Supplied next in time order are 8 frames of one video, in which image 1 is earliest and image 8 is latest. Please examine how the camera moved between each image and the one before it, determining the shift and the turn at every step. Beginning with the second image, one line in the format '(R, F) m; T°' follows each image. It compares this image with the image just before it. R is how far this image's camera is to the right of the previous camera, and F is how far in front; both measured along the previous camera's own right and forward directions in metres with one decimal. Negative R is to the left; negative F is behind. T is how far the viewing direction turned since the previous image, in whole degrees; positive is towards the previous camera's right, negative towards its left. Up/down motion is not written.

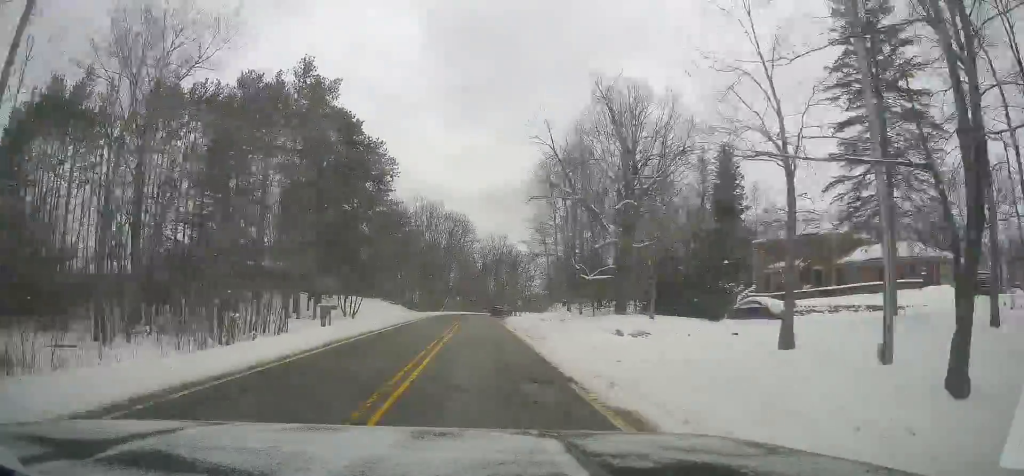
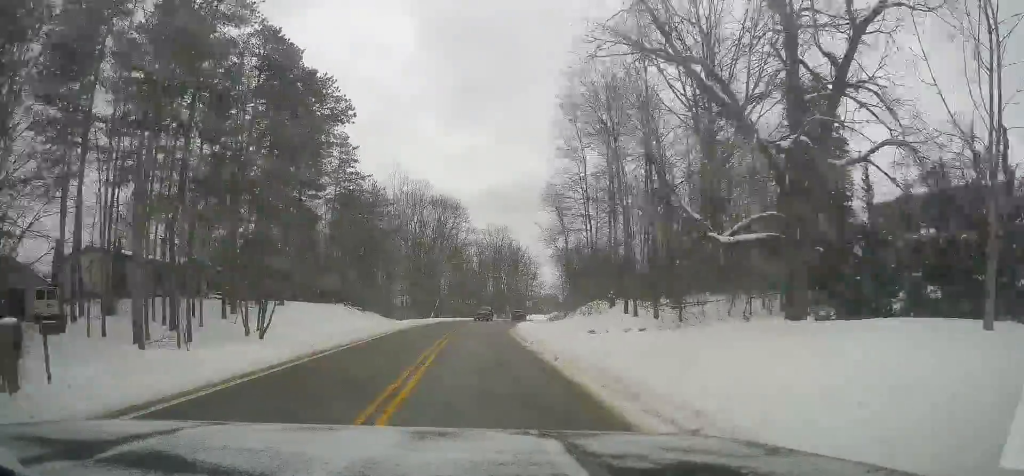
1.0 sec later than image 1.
(-0.4, +21.3) m; -2°
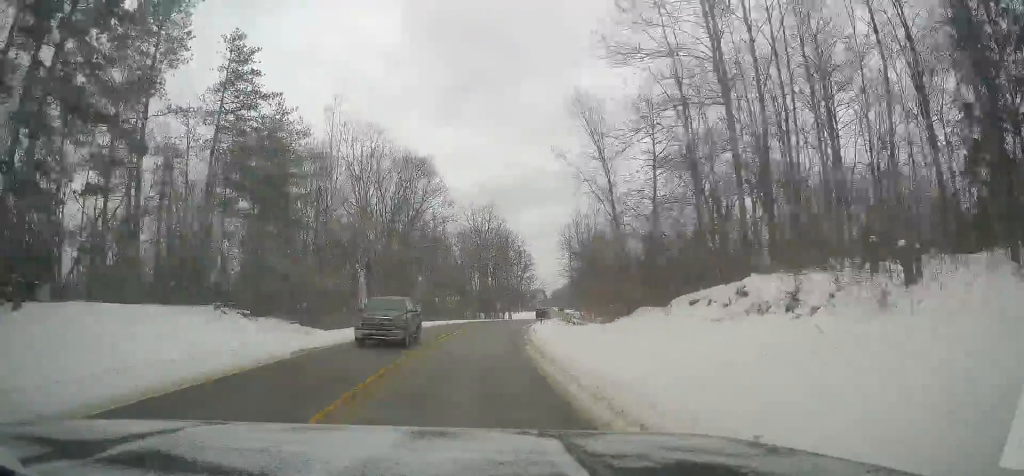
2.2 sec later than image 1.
(-0.8, +27.4) m; -1°
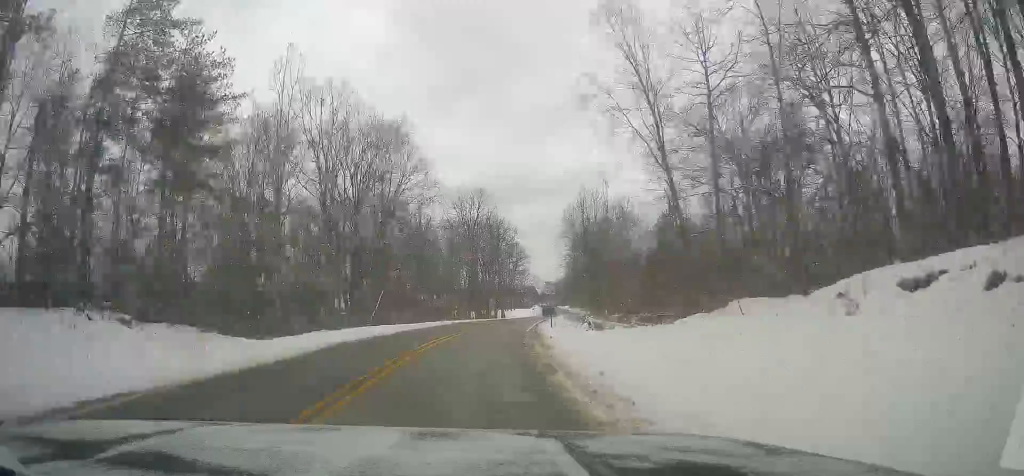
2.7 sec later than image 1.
(+0.2, +11.8) m; +1°
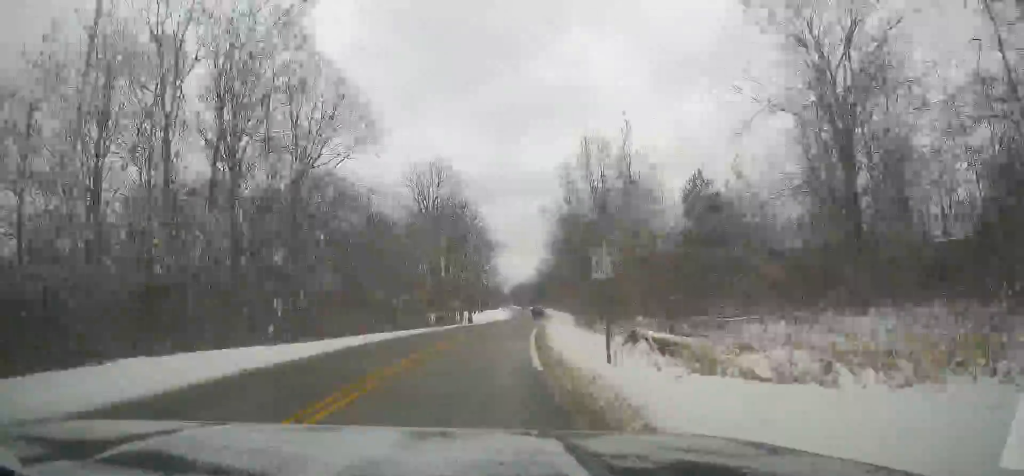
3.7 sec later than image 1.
(+0.5, +21.4) m; +2°
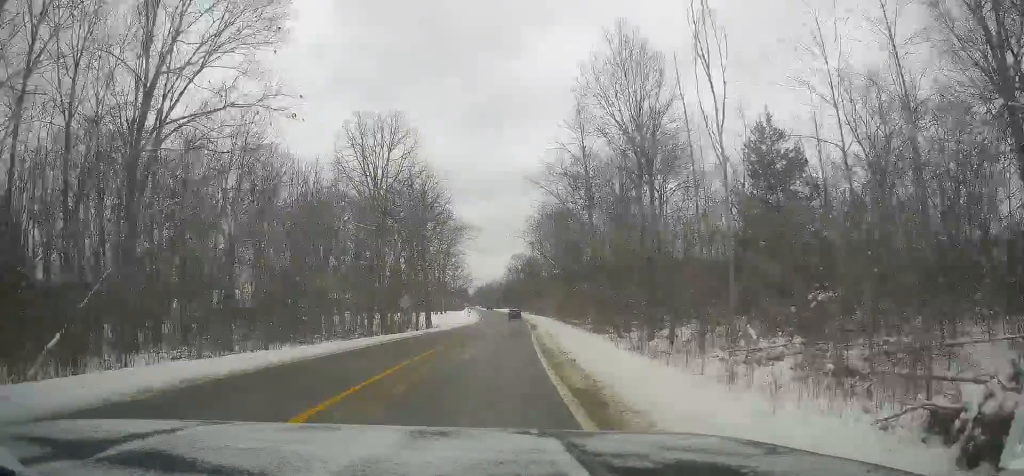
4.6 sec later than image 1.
(+0.1, +19.2) m; +2°
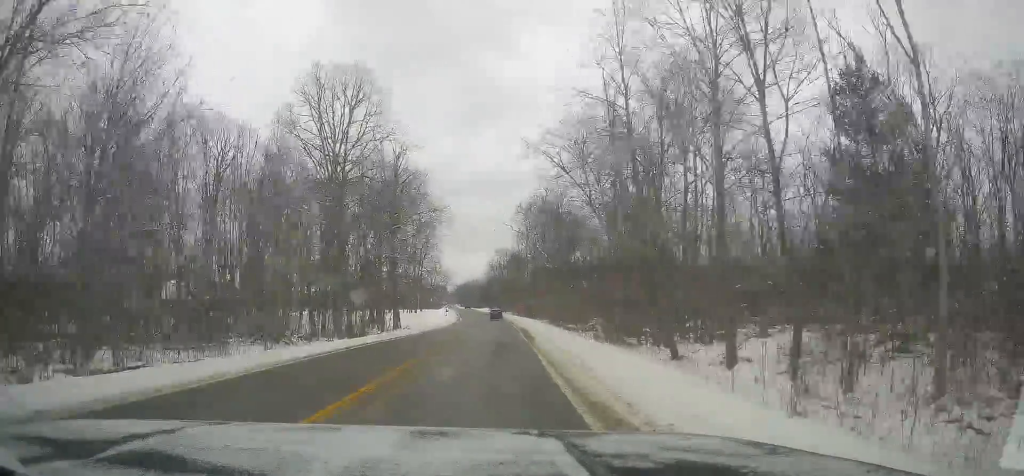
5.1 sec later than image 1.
(+0.4, +11.8) m; +2°
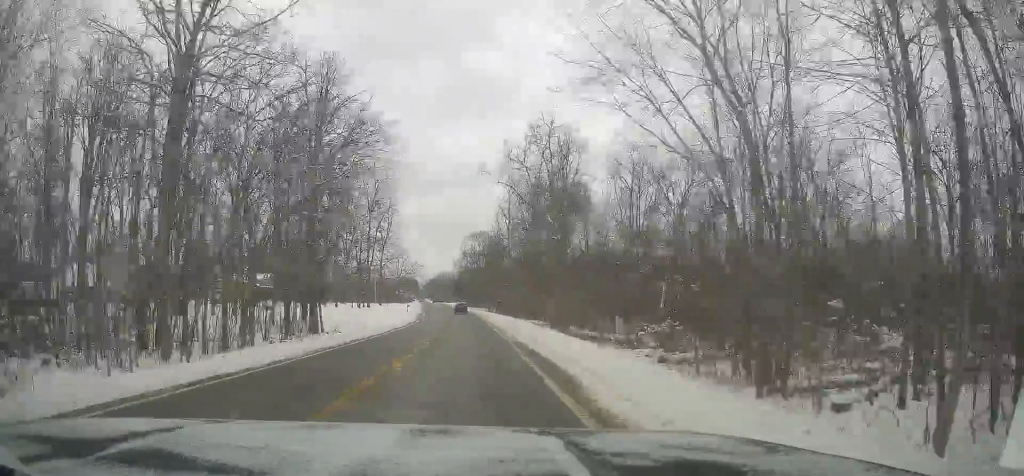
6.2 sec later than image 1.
(+0.4, +24.0) m; +3°
